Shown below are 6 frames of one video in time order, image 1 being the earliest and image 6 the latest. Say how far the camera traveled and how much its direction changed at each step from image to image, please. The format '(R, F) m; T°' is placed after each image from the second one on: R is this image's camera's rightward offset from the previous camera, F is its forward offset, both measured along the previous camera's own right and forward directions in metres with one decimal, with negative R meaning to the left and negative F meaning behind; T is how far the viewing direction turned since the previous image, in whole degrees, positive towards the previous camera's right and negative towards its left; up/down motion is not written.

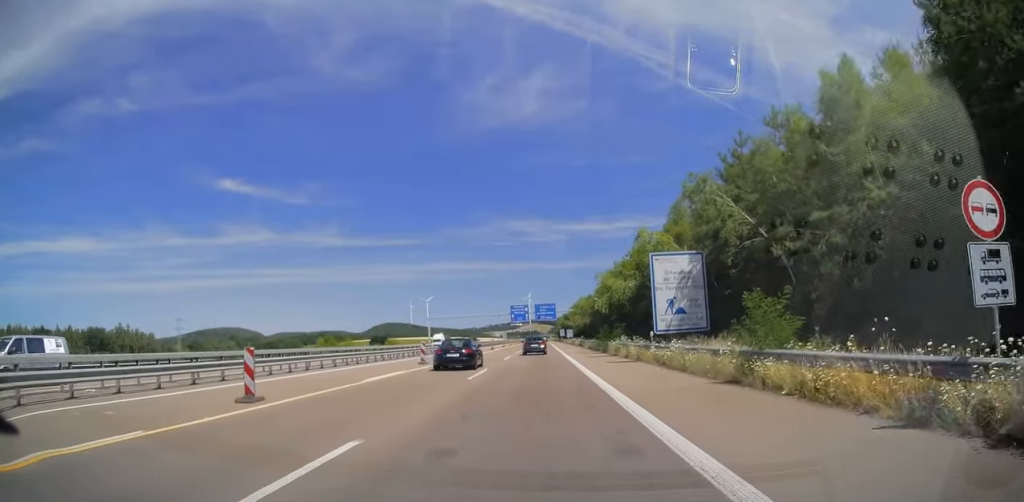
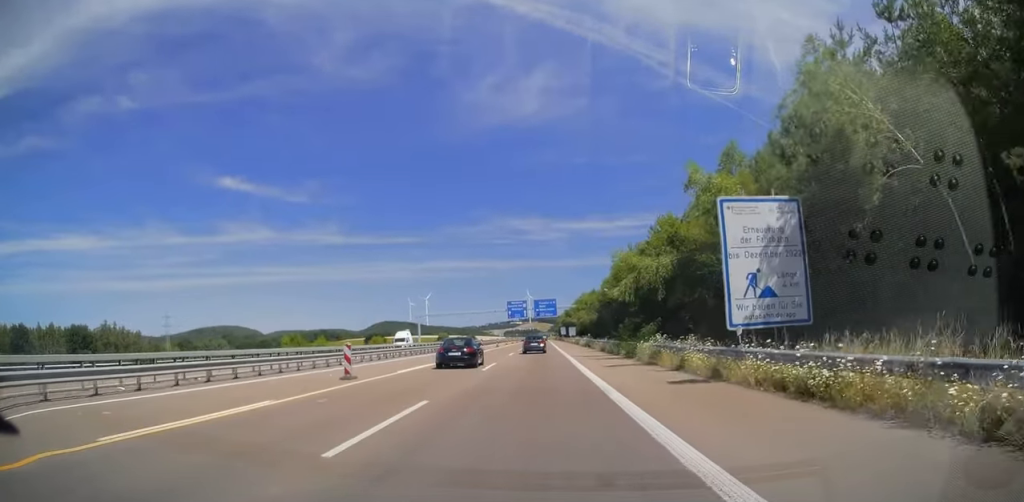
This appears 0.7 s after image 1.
(-0.2, +13.2) m; -1°
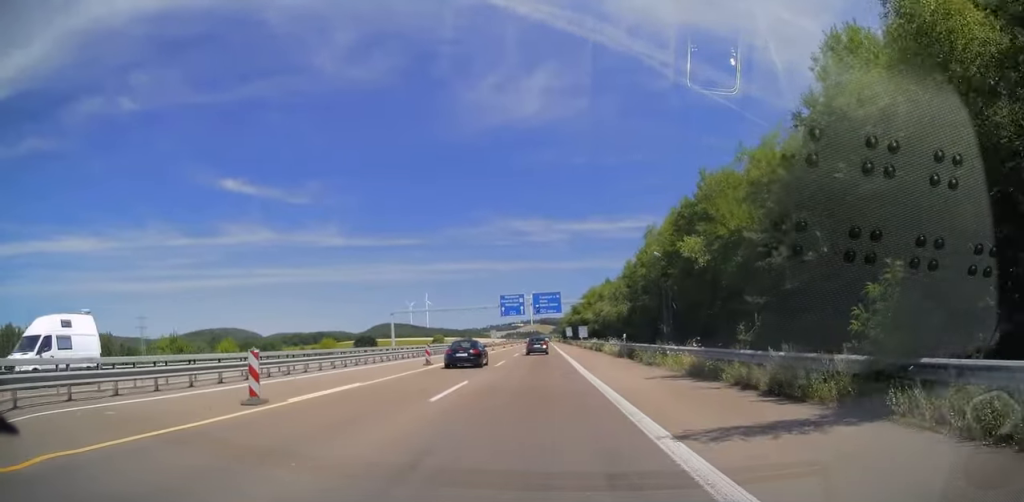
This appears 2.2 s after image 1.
(+0.2, +29.5) m; +1°
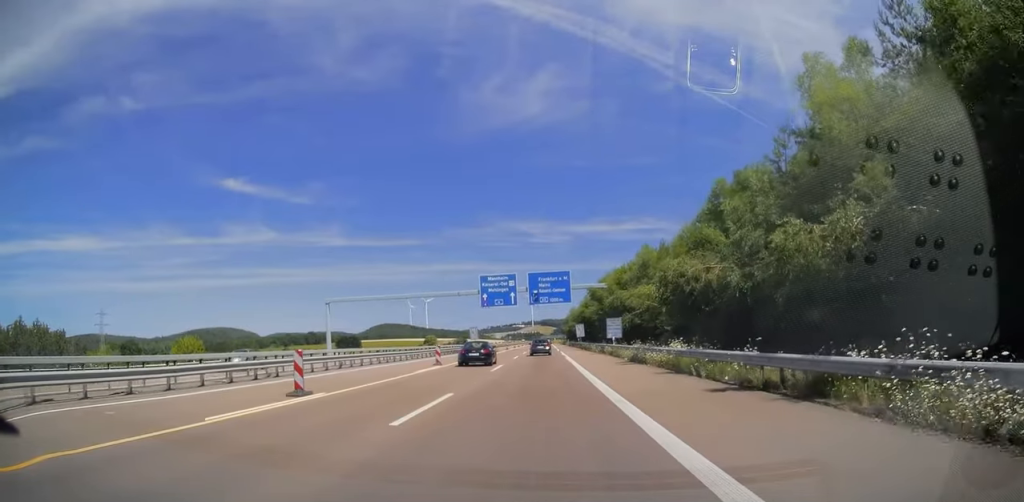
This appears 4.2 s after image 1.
(-0.1, +39.3) m; 0°
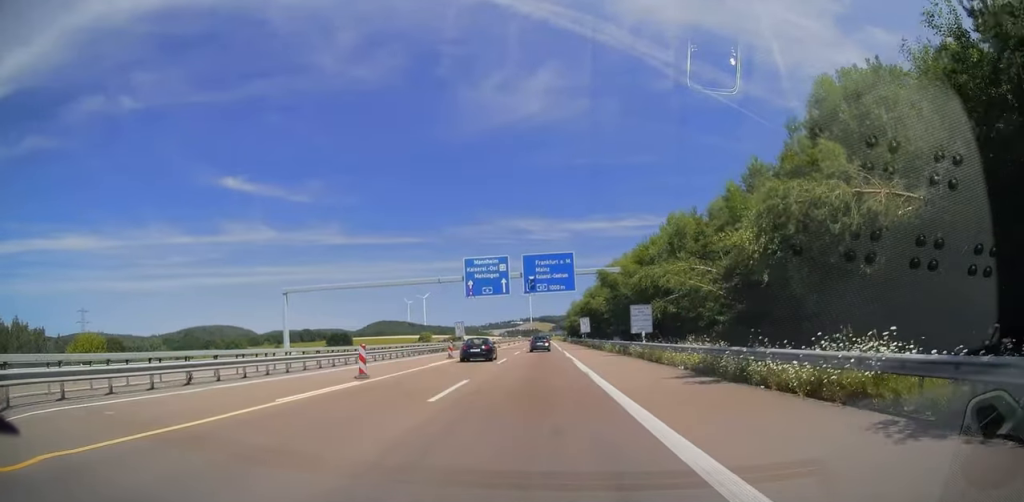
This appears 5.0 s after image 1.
(+0.2, +14.6) m; 0°
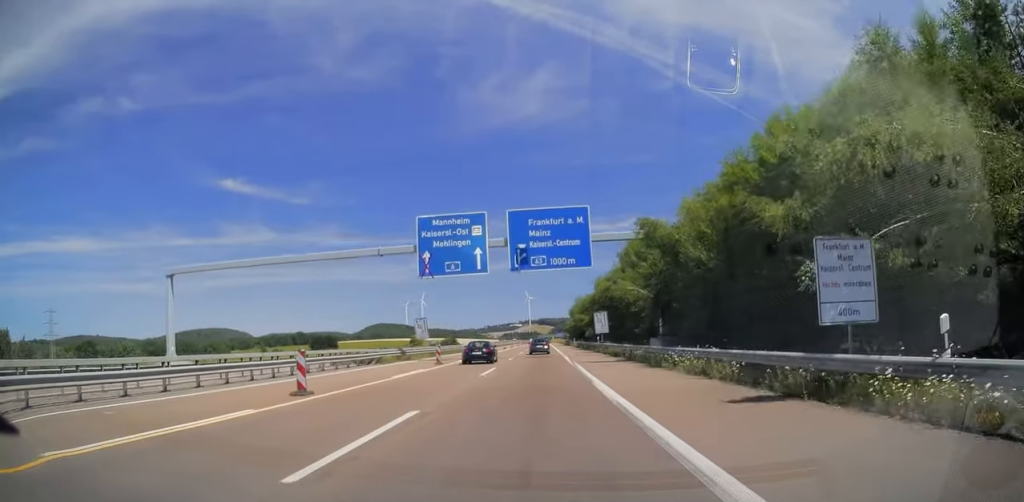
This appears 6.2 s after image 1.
(-0.3, +24.8) m; -1°
